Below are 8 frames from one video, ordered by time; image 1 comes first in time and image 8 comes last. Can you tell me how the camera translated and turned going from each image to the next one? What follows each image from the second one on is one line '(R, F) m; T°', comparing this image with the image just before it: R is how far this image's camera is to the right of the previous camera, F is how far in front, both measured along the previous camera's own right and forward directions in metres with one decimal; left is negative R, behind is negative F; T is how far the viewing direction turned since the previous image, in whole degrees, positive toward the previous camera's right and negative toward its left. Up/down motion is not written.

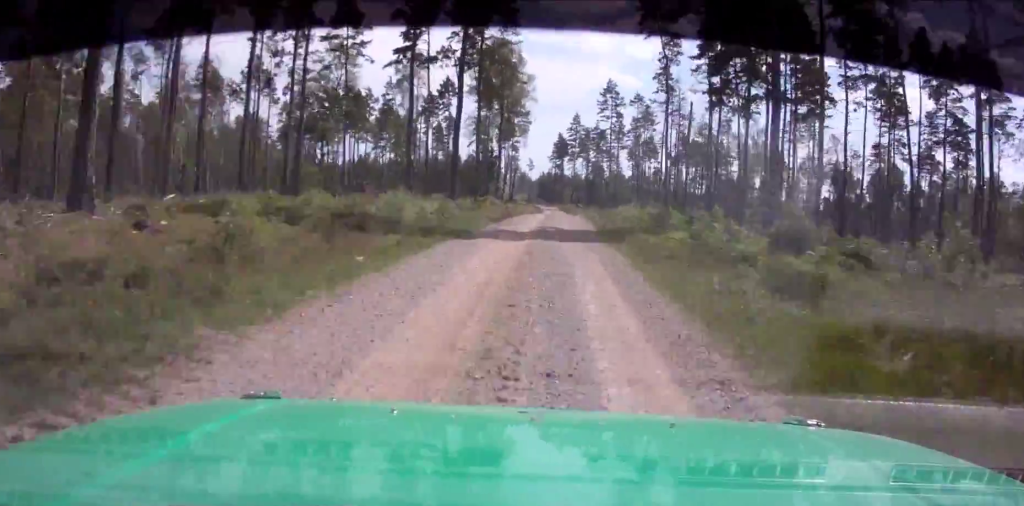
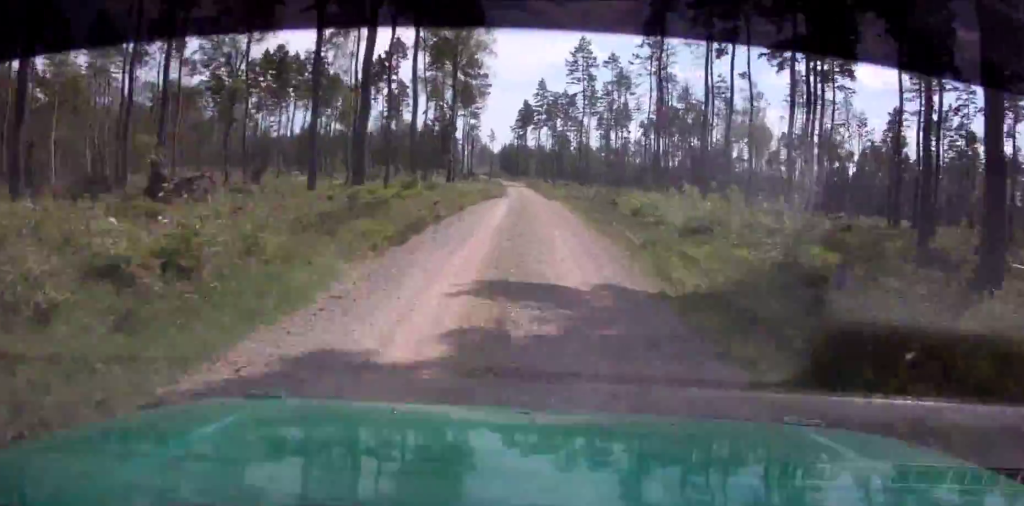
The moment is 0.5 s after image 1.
(+0.1, +17.9) m; 0°
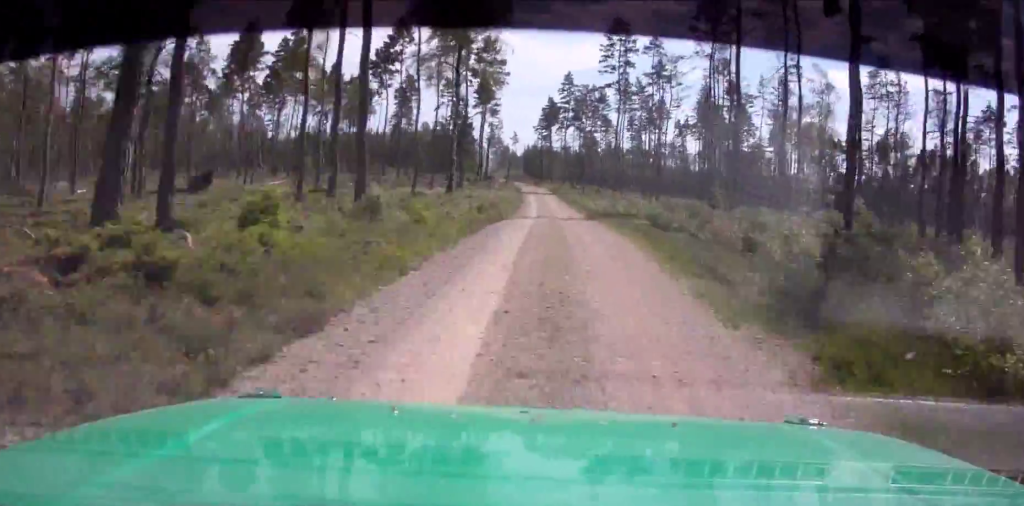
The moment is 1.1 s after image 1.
(0.0, +20.5) m; 0°
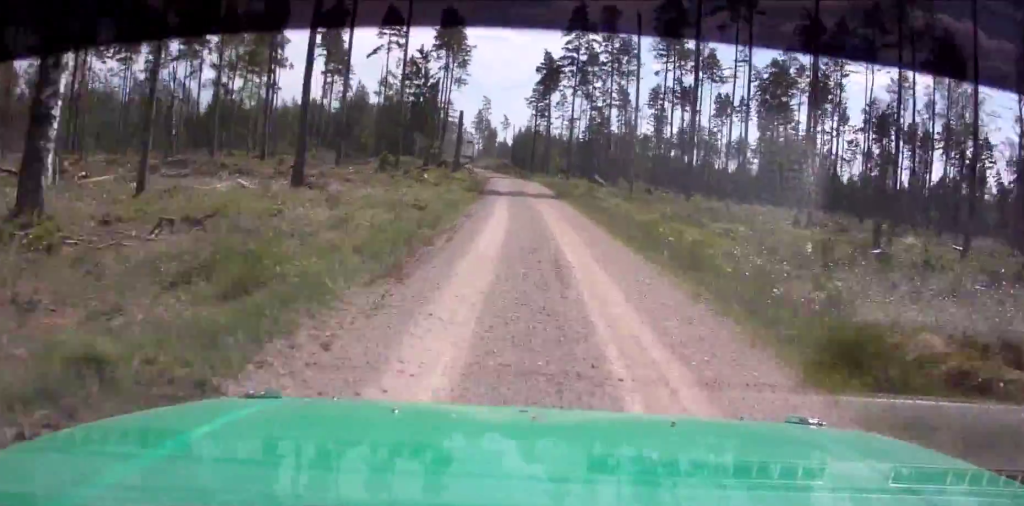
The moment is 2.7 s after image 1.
(-0.8, +57.2) m; -2°
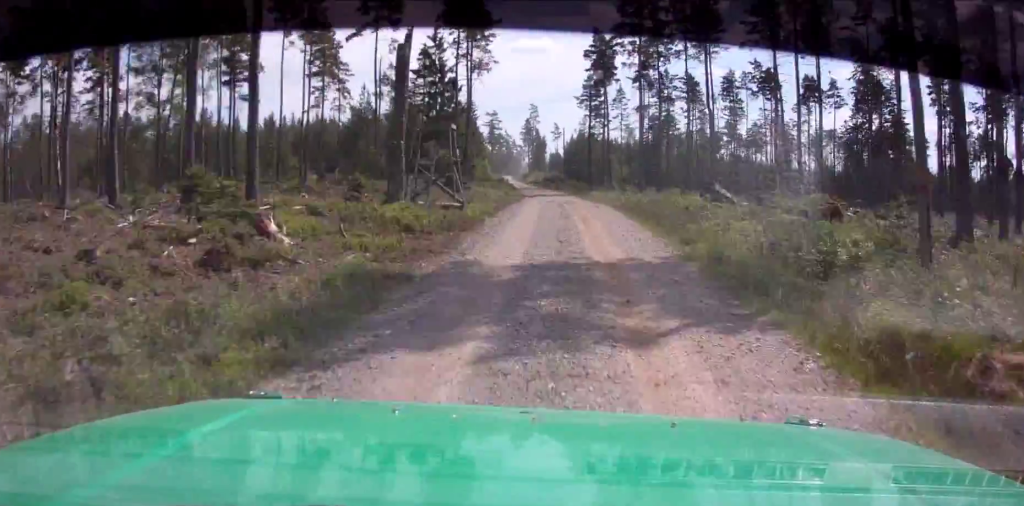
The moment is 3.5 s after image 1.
(-0.3, +29.4) m; -1°
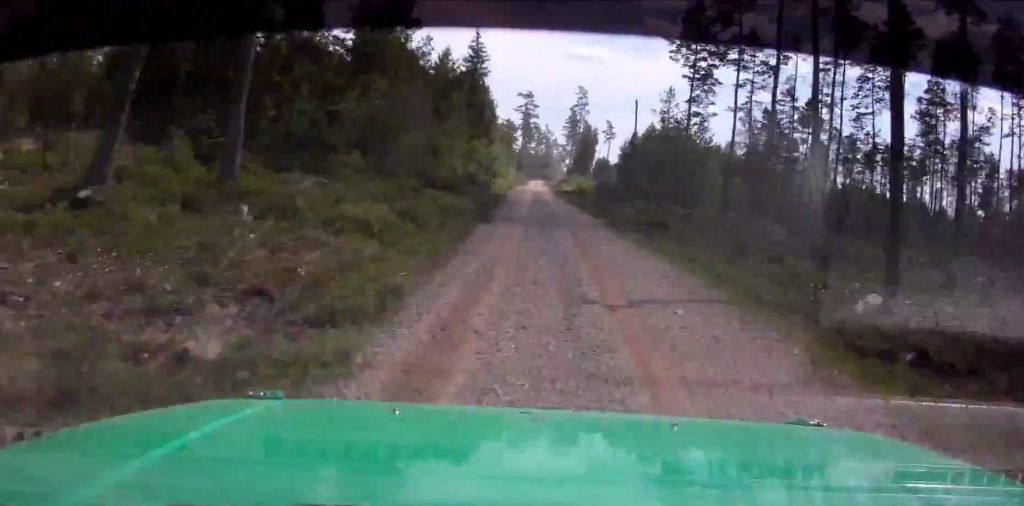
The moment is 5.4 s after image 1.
(-1.7, +72.5) m; -3°
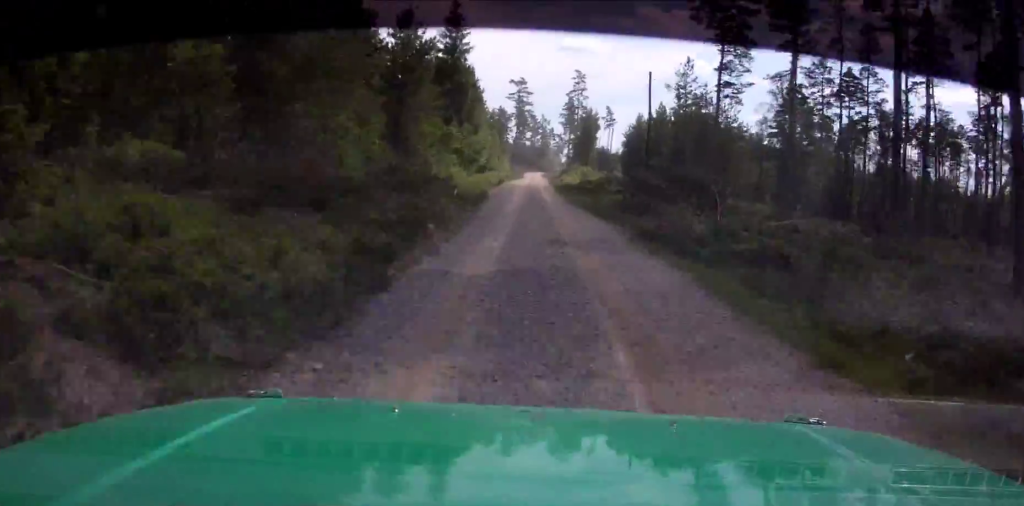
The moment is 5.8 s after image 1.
(-0.3, +15.7) m; 0°
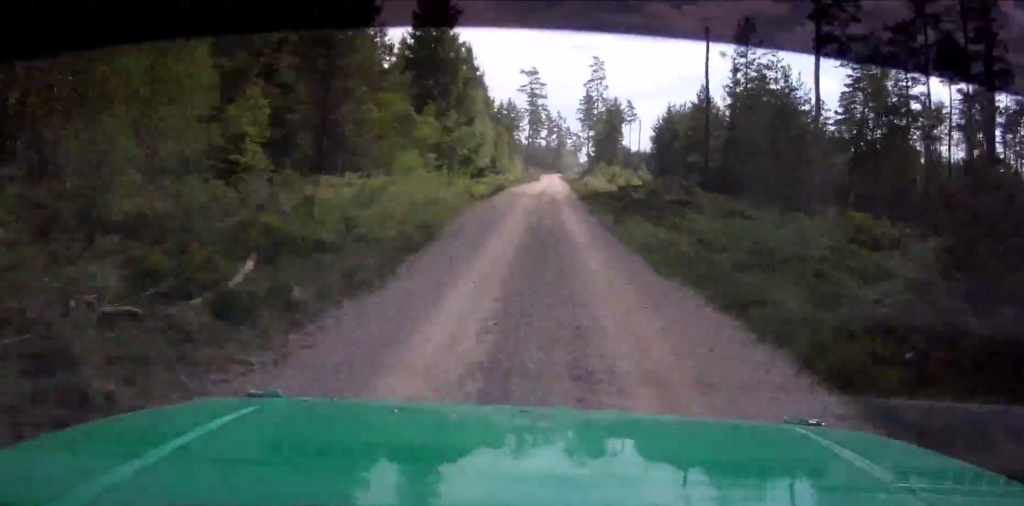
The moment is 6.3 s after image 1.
(-0.3, +19.6) m; 0°
